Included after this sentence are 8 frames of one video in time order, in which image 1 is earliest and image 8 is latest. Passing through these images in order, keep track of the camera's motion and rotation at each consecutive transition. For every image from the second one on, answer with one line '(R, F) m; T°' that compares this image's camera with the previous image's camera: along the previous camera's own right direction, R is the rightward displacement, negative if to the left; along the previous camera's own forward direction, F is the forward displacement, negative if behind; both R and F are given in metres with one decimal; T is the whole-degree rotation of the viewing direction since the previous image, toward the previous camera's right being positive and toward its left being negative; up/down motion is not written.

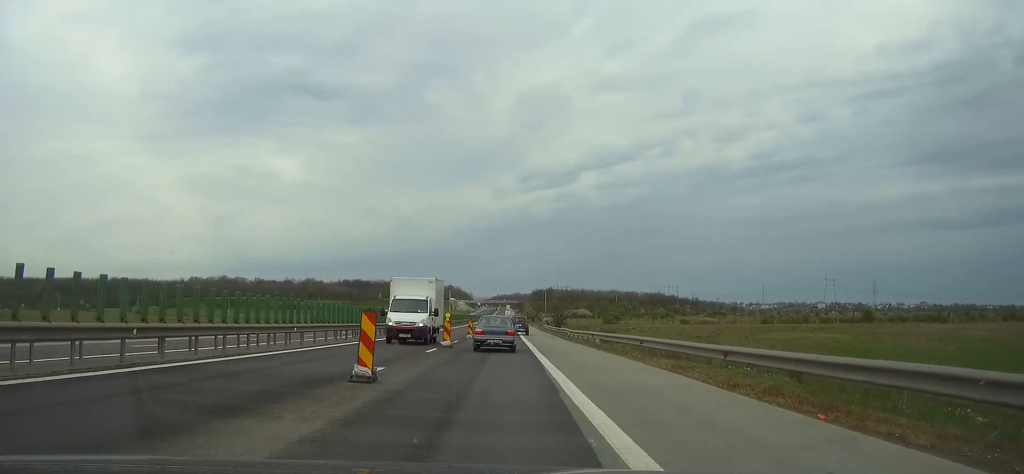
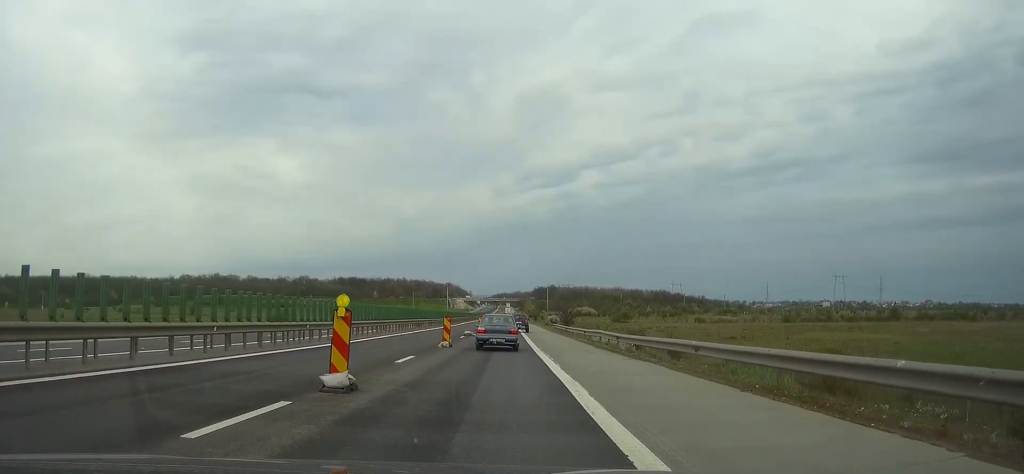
(+0.1, +19.6) m; 0°
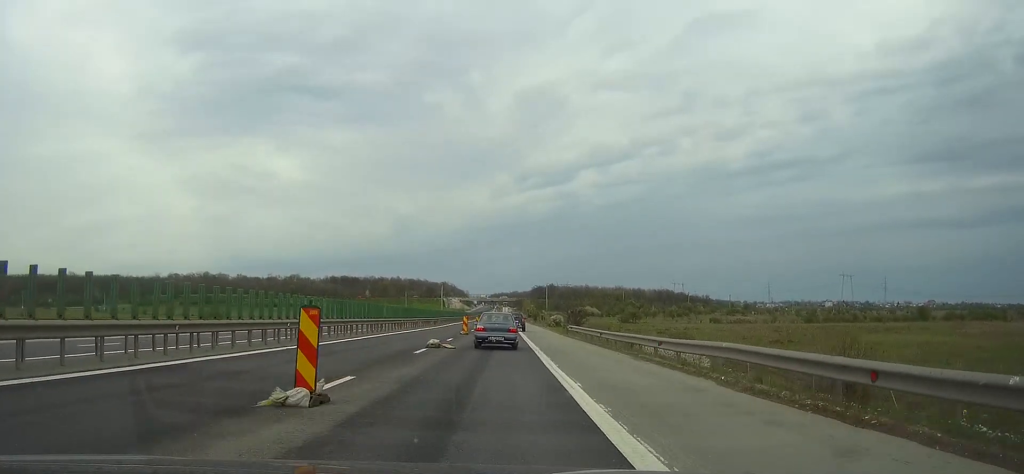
(-0.1, +20.4) m; 0°
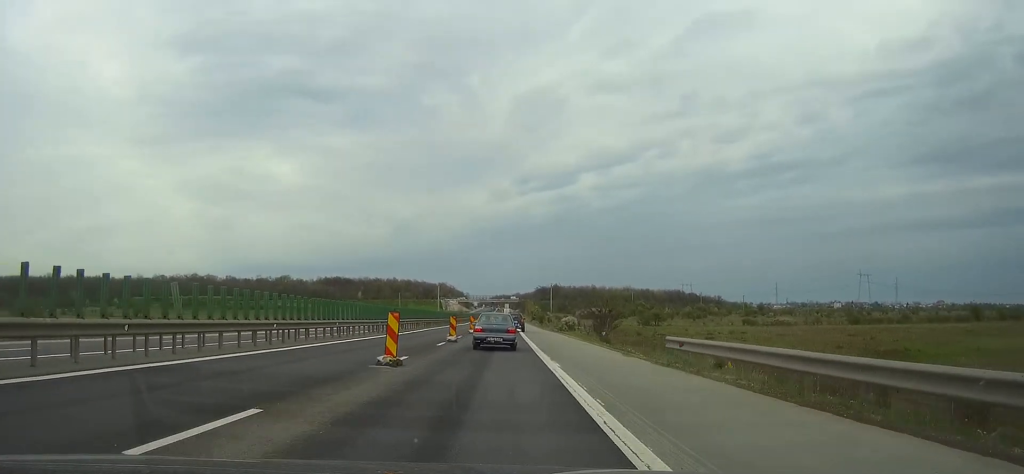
(0.0, +28.7) m; 0°
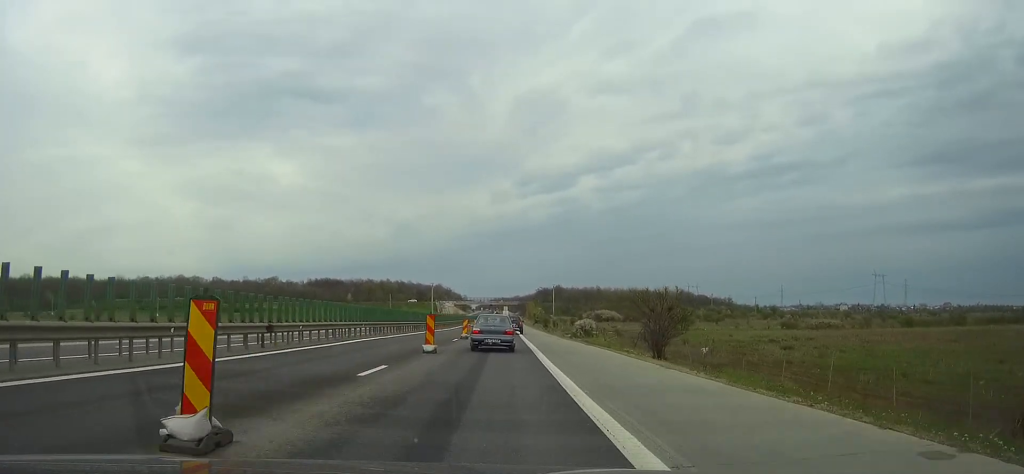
(0.0, +27.6) m; 0°
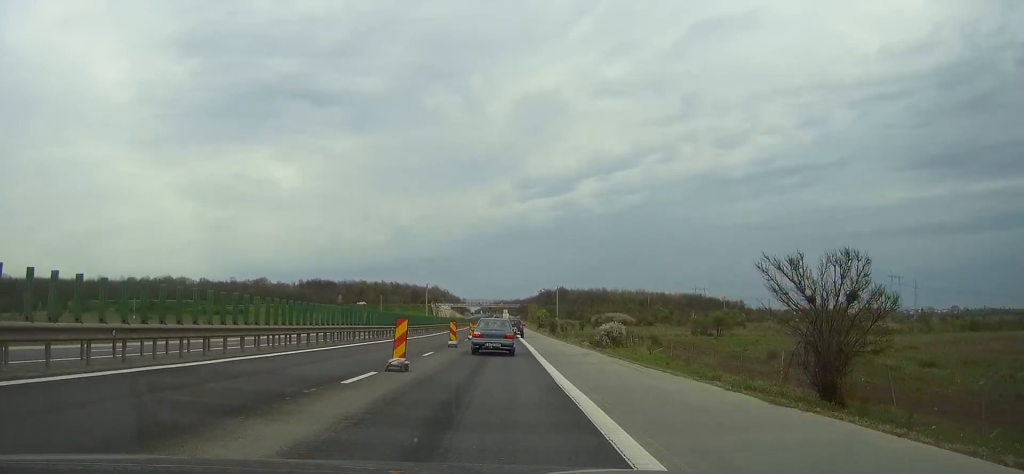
(0.0, +25.8) m; 0°
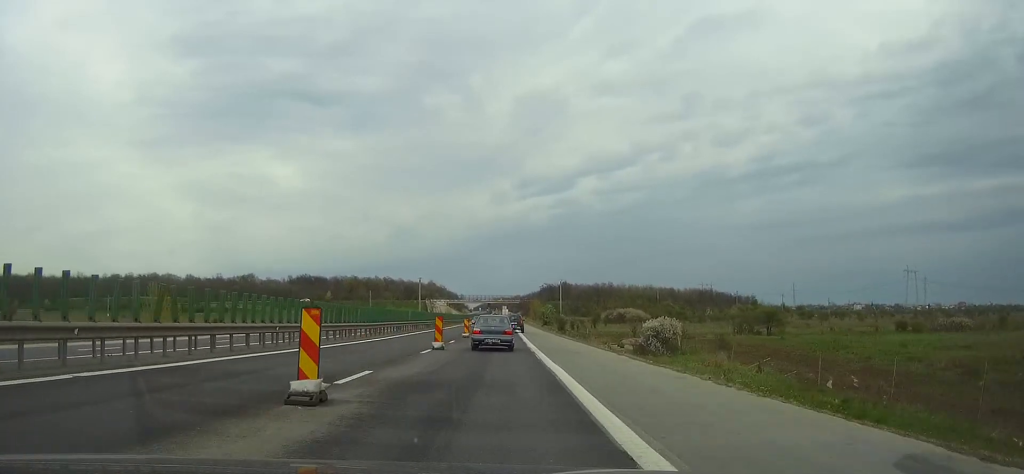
(0.0, +24.9) m; 0°
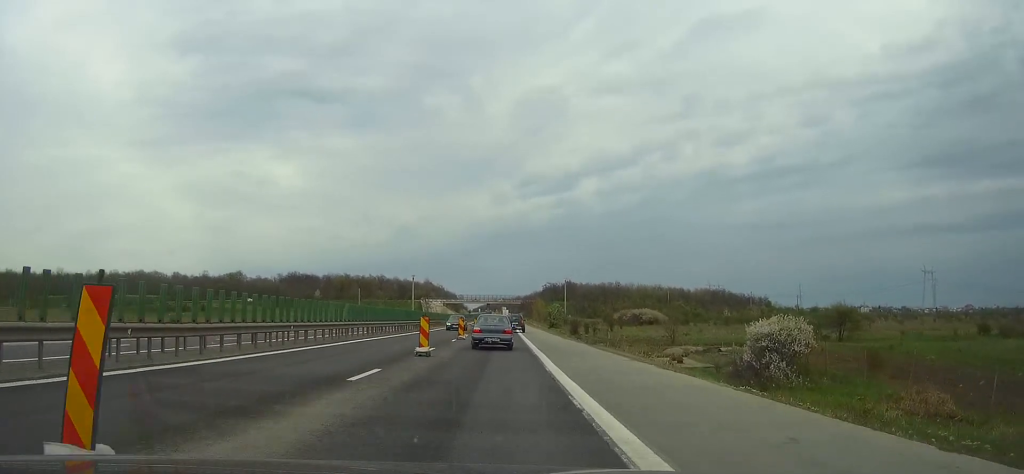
(0.0, +23.2) m; 0°
